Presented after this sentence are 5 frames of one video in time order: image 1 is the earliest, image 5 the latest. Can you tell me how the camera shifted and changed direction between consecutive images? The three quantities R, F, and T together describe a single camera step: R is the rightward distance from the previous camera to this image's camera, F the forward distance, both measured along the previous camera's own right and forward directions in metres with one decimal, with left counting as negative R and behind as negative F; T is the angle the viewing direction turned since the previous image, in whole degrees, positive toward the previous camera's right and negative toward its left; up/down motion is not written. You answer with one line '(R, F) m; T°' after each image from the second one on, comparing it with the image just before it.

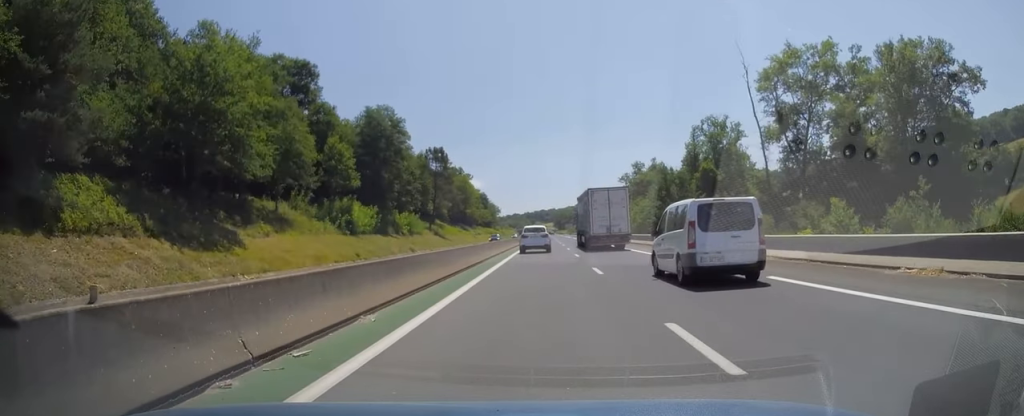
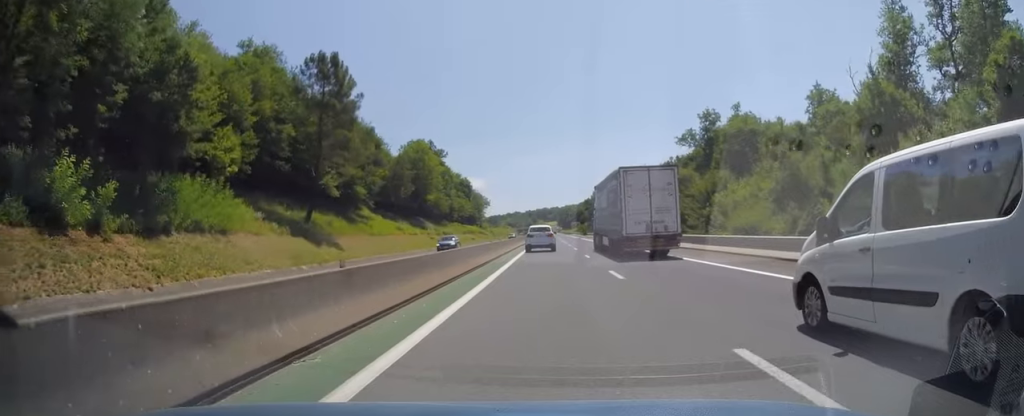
(-0.6, +66.9) m; -1°
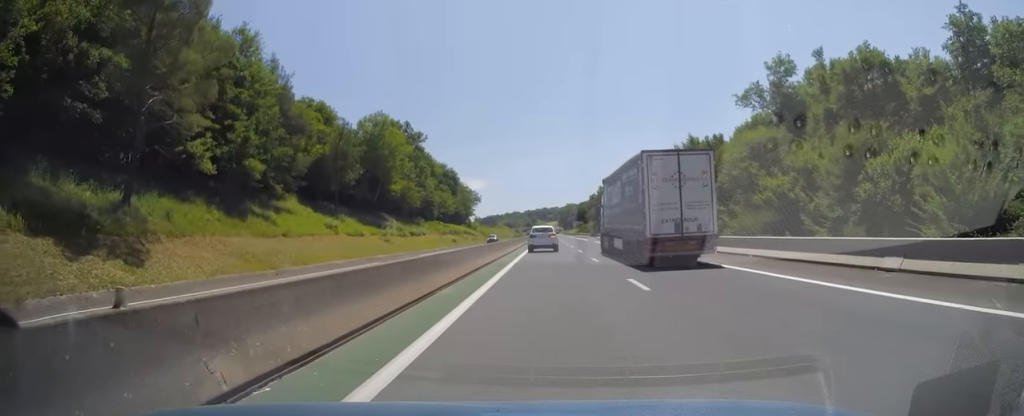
(+0.1, +29.3) m; 0°
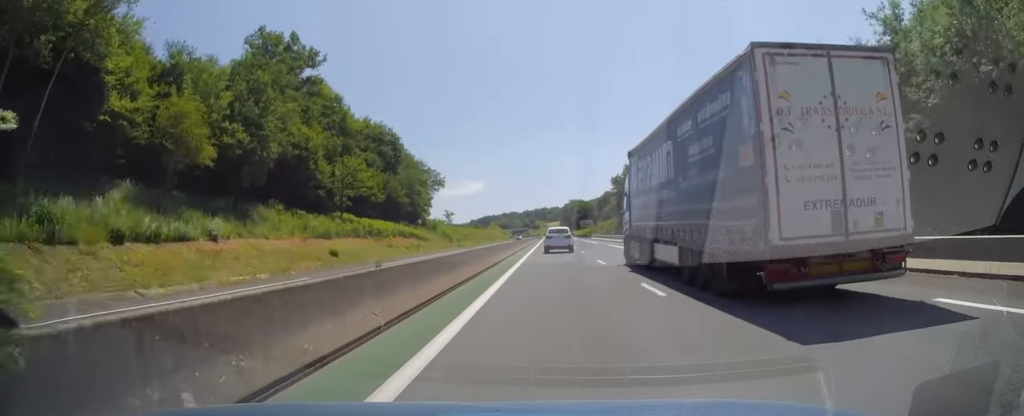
(-0.1, +66.0) m; 0°
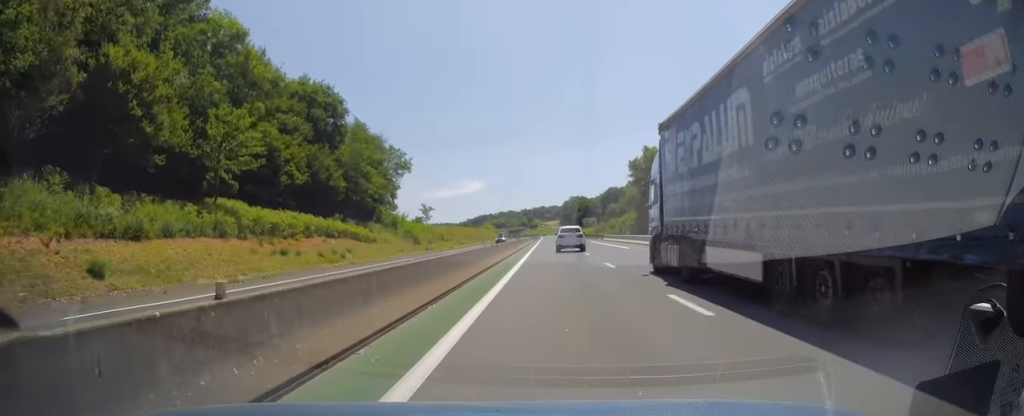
(0.0, +28.8) m; 0°
